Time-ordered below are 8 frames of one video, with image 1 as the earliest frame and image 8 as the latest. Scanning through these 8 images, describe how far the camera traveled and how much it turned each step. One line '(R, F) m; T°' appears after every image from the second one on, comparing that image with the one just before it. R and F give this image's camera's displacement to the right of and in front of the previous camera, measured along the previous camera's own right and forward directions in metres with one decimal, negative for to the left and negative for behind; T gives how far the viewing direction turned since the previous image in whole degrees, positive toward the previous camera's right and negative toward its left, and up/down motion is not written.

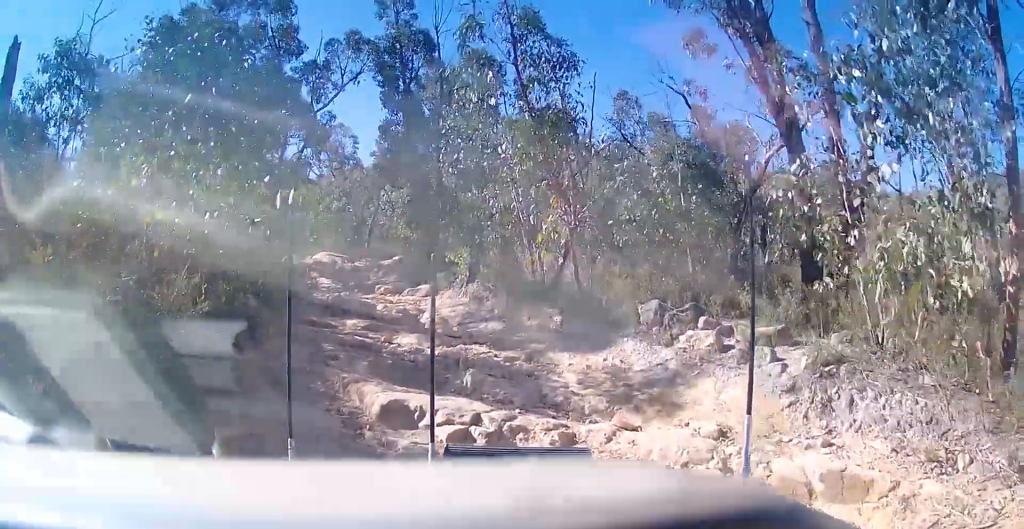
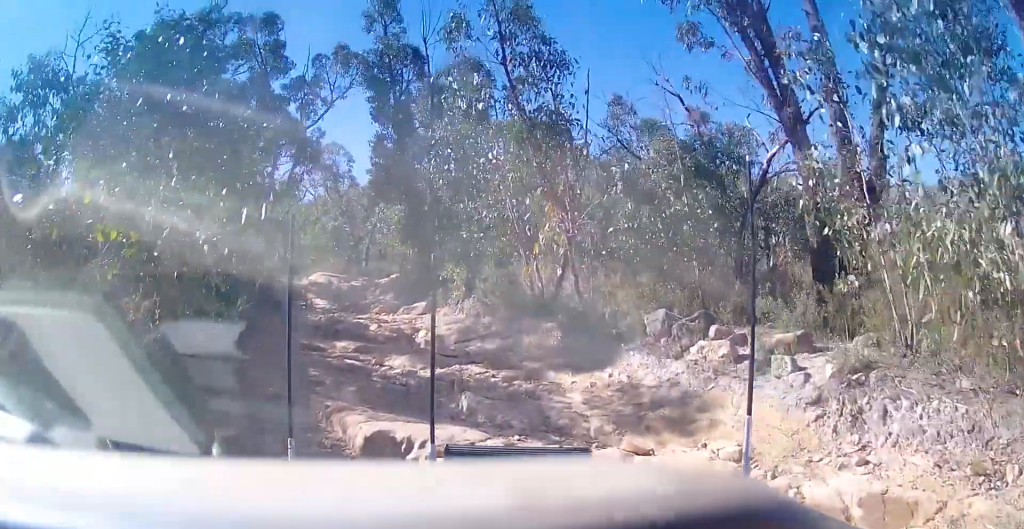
(-0.2, +0.3) m; 0°
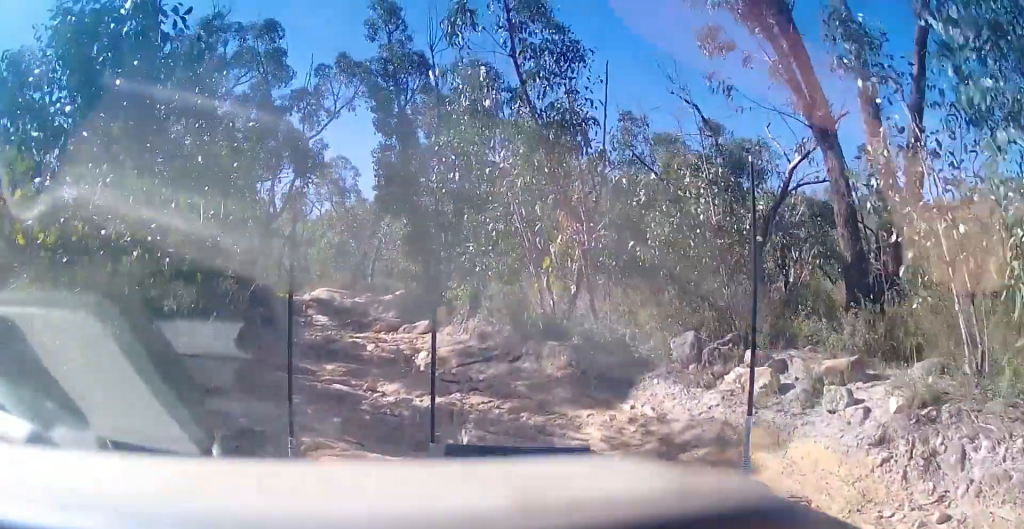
(-0.4, +0.6) m; 0°
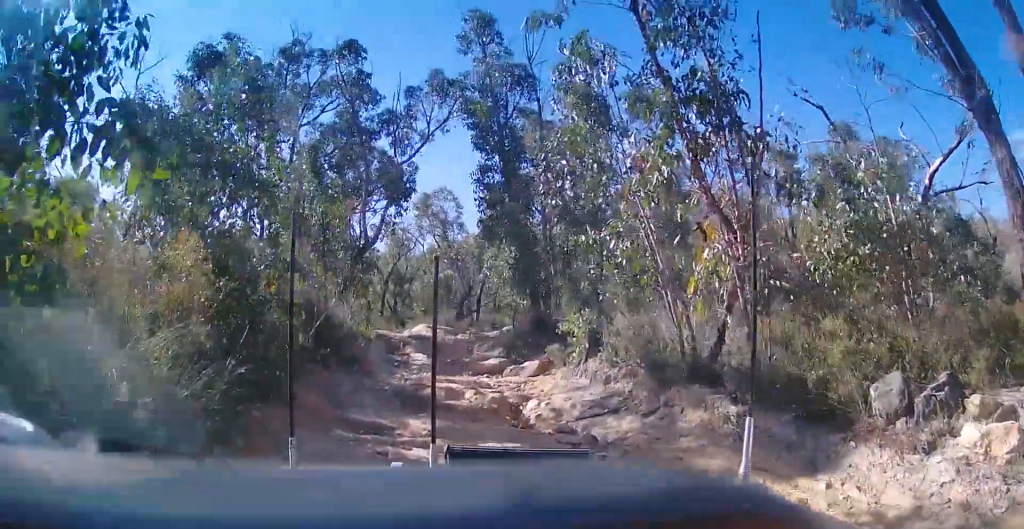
(-0.5, +1.8) m; 0°
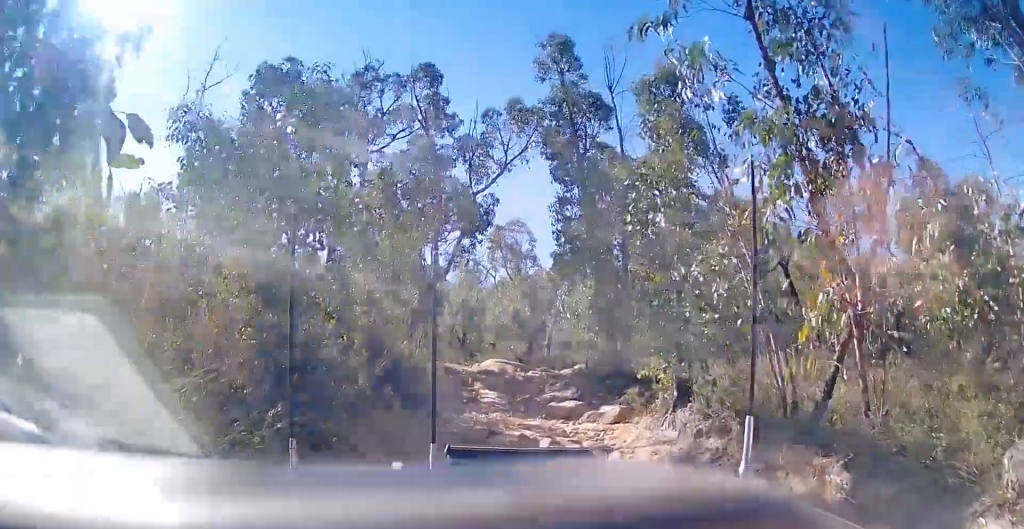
(-0.3, +0.9) m; 0°
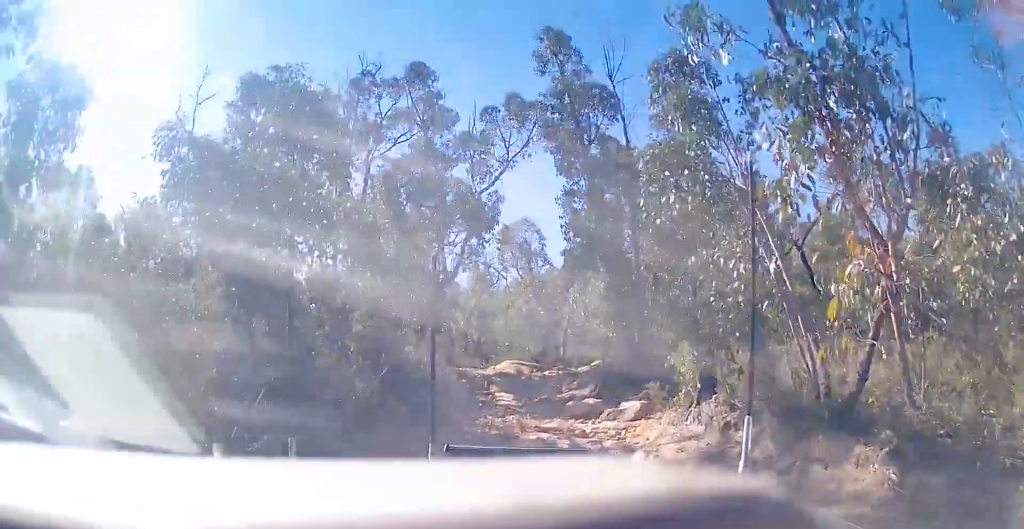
(-0.2, +0.4) m; 0°
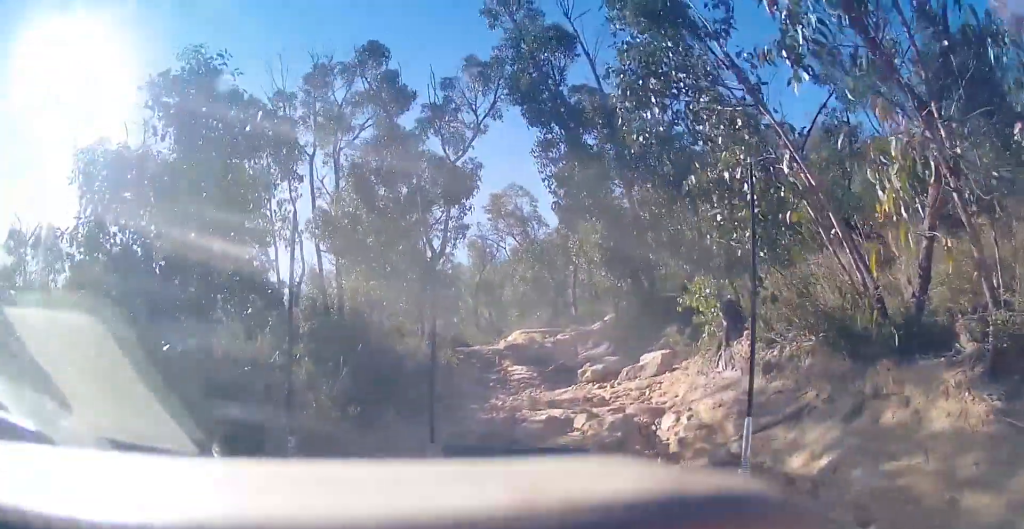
(-0.5, +1.0) m; 0°
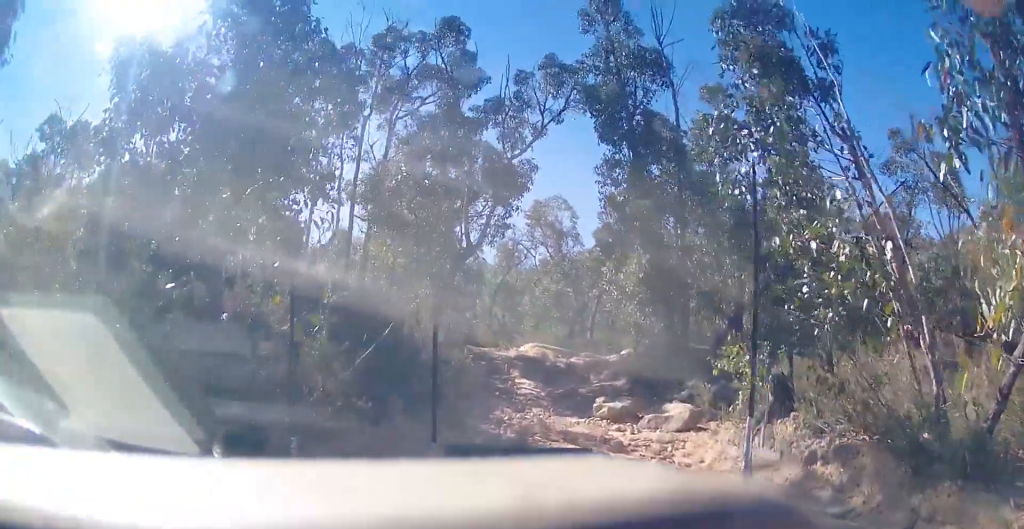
(-0.1, +1.0) m; -1°
